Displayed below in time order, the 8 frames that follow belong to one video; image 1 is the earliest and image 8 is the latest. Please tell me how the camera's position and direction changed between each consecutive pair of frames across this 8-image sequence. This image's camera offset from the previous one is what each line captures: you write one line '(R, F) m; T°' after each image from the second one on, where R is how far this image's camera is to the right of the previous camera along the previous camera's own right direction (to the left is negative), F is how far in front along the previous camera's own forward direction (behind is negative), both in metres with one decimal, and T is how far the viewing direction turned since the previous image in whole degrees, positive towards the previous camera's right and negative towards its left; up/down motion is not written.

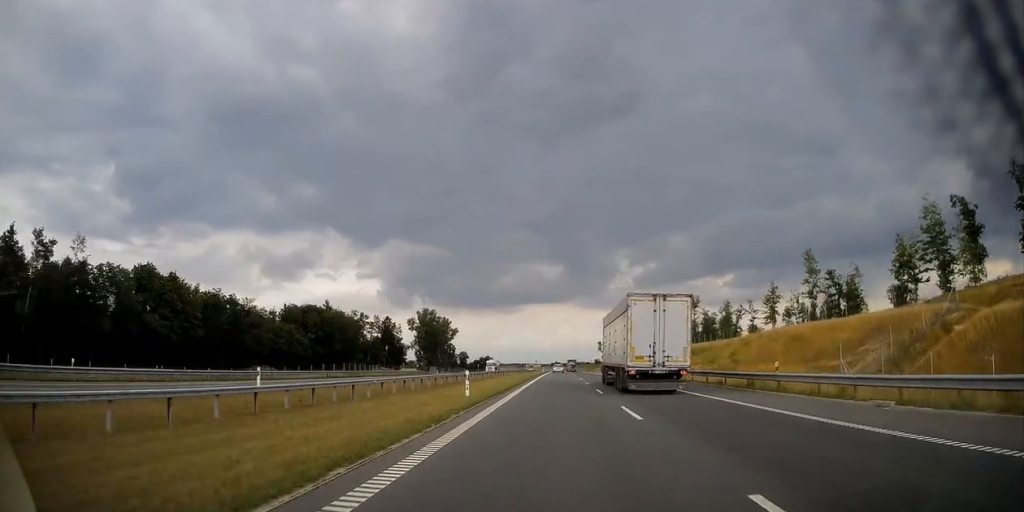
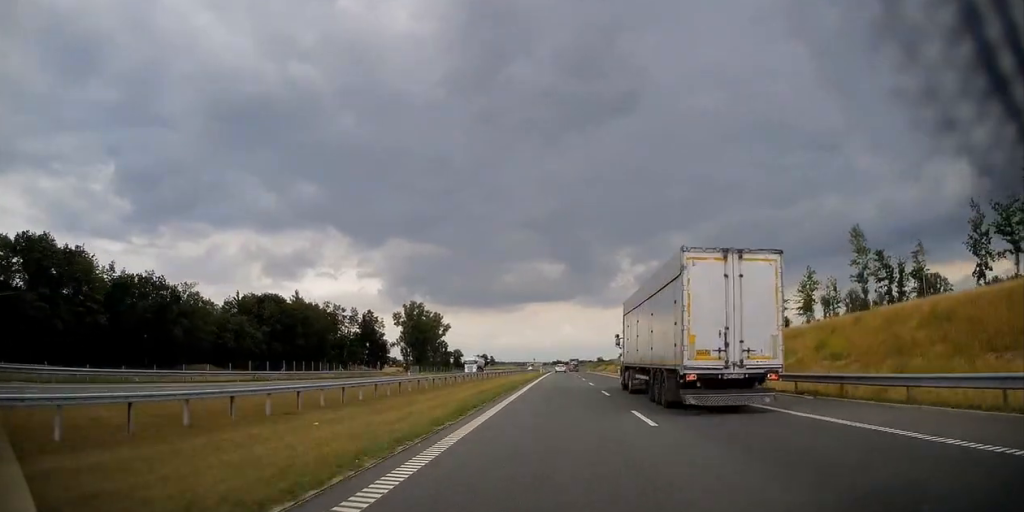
(+0.2, +25.6) m; 0°
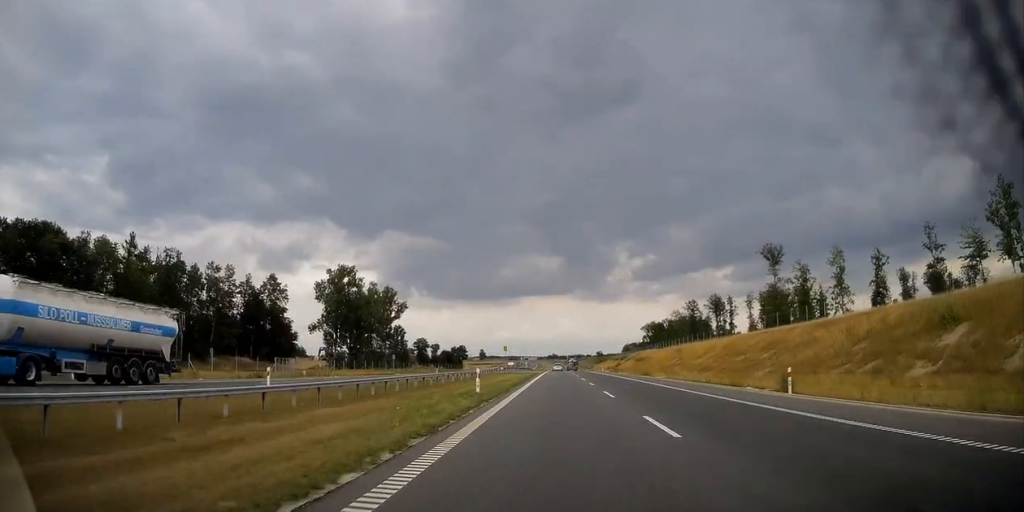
(-0.6, +74.4) m; 0°
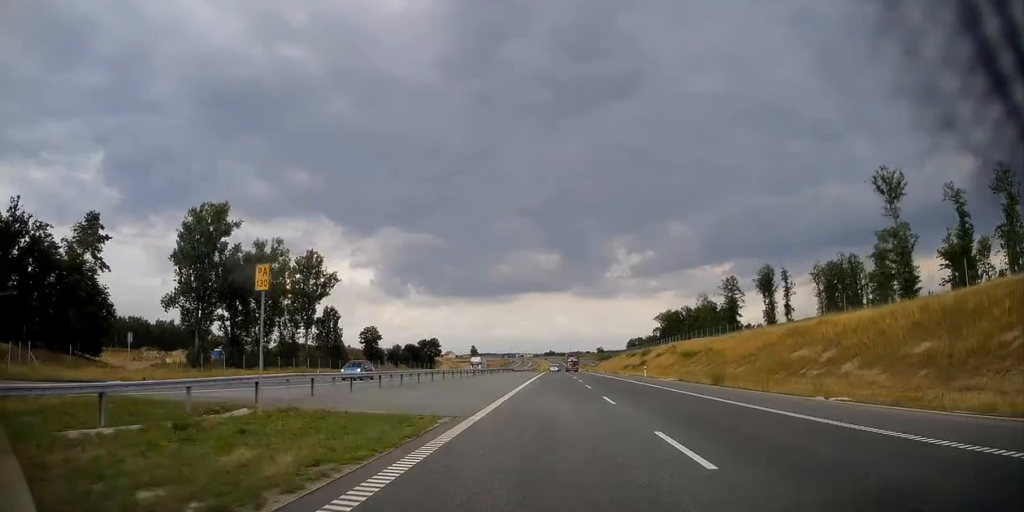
(+0.4, +63.5) m; +1°
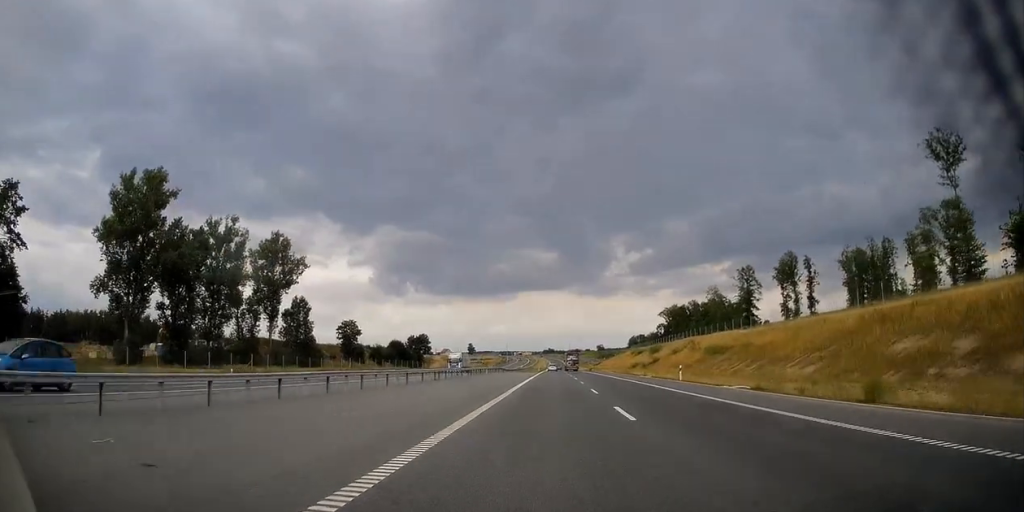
(0.0, +18.4) m; 0°
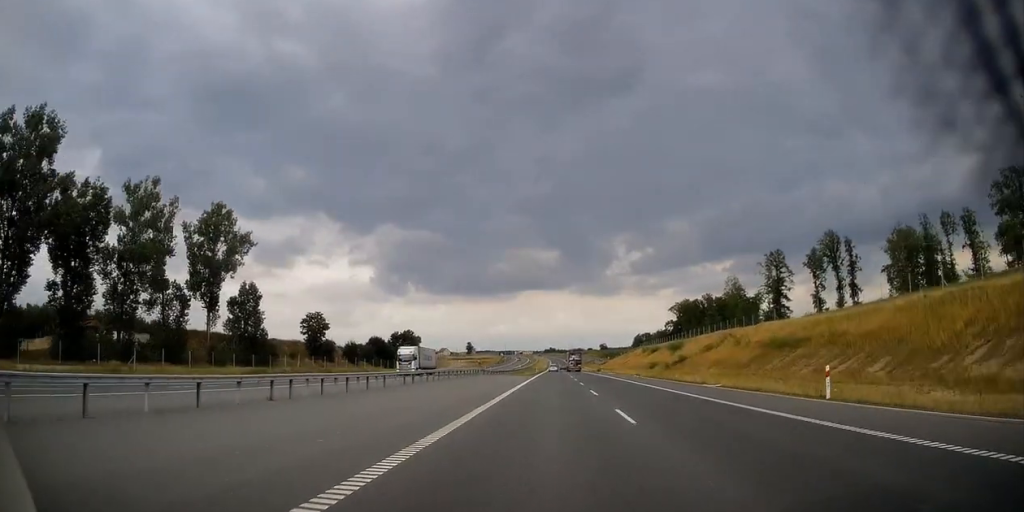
(-0.1, +24.5) m; 0°
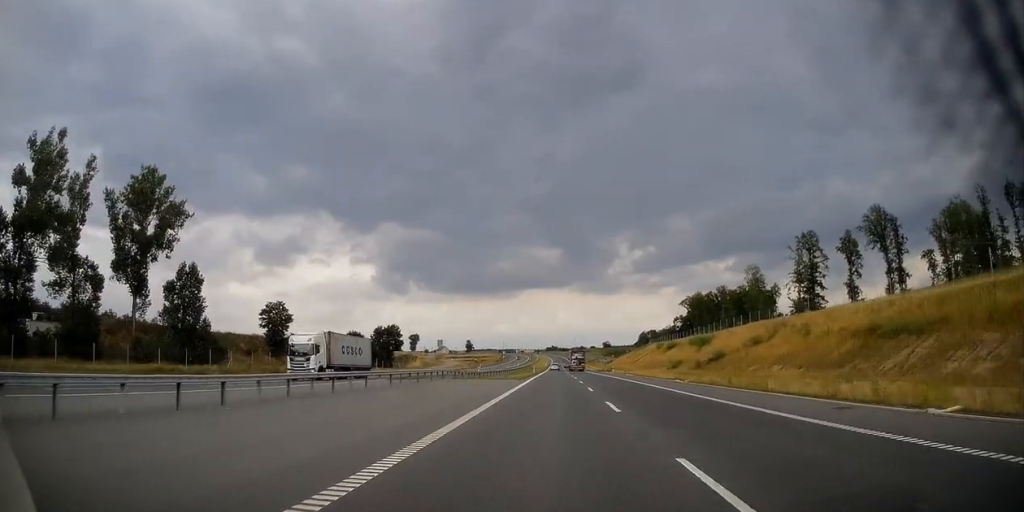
(0.0, +20.9) m; 0°
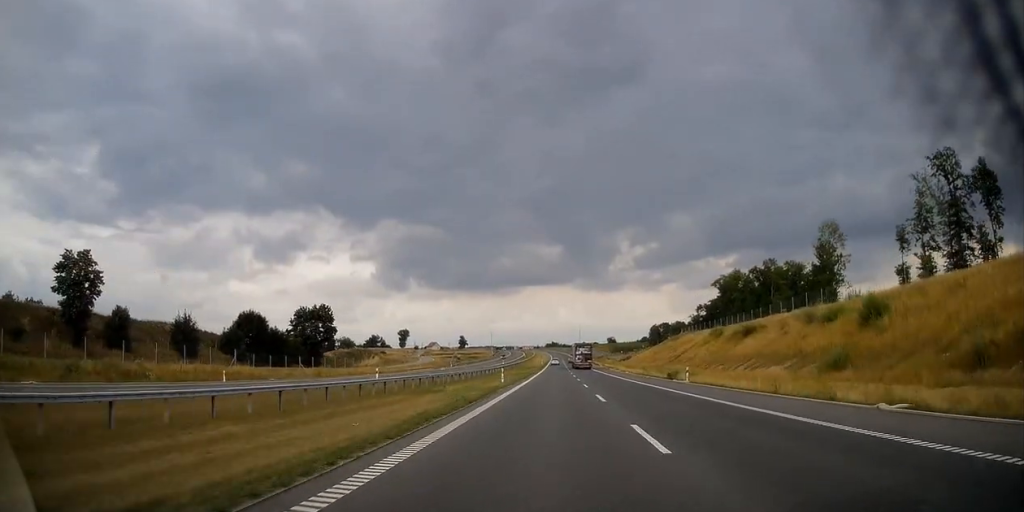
(+0.2, +55.7) m; 0°
